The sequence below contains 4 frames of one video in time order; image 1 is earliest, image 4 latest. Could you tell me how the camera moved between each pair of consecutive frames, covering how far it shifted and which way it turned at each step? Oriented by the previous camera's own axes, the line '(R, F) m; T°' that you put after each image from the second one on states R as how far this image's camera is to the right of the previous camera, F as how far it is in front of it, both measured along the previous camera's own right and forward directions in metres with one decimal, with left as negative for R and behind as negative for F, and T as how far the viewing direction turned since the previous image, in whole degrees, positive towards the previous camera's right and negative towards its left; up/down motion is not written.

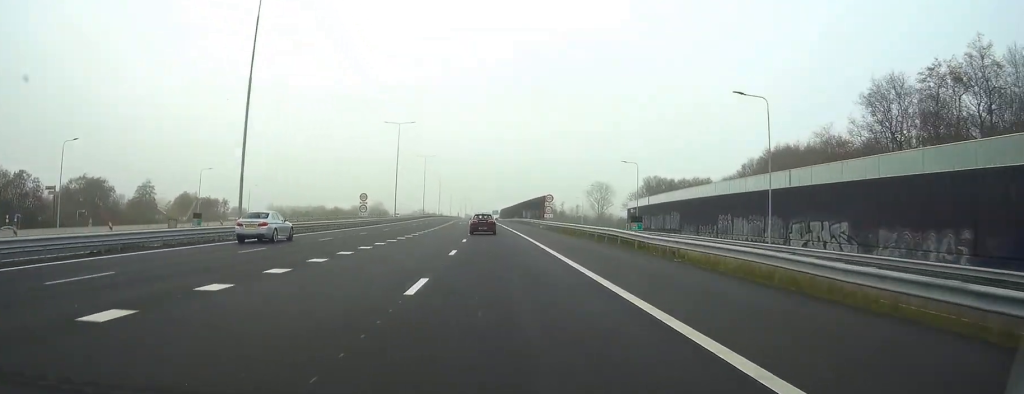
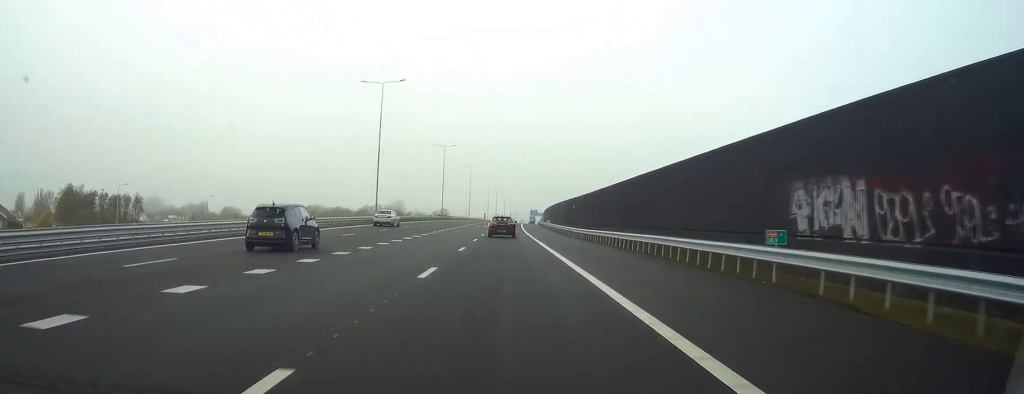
(-3.2, +117.6) m; -2°
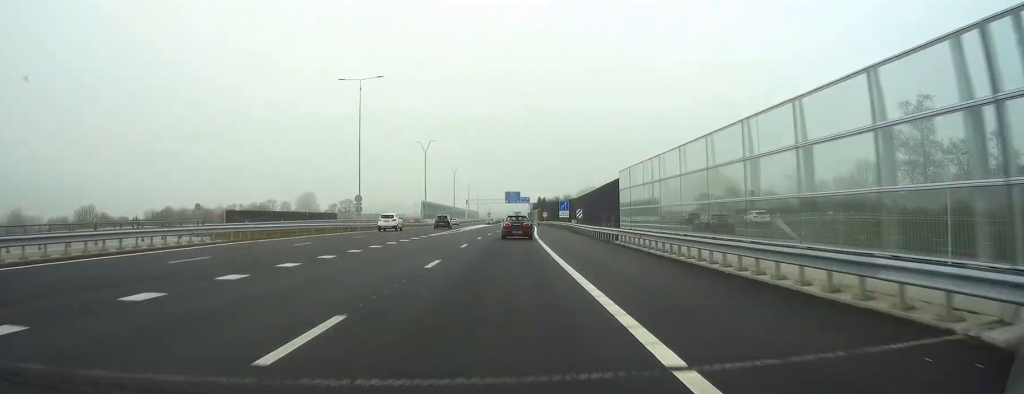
(+2.8, +232.9) m; +2°
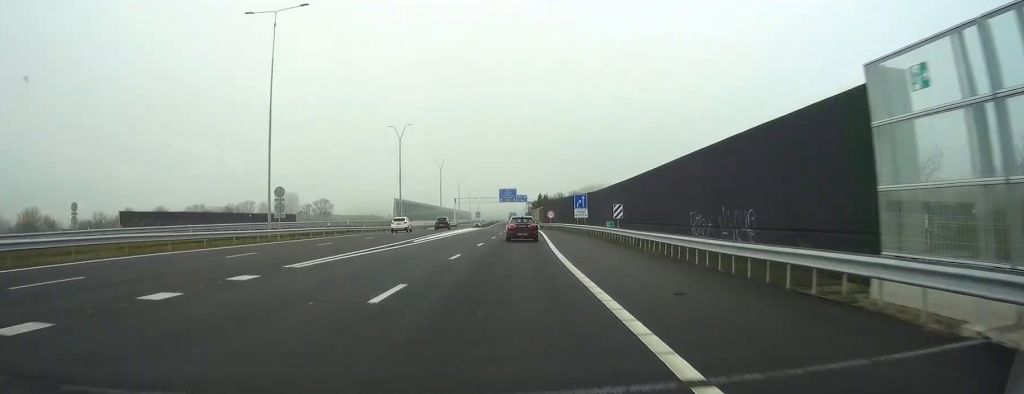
(-0.1, +31.0) m; +1°
